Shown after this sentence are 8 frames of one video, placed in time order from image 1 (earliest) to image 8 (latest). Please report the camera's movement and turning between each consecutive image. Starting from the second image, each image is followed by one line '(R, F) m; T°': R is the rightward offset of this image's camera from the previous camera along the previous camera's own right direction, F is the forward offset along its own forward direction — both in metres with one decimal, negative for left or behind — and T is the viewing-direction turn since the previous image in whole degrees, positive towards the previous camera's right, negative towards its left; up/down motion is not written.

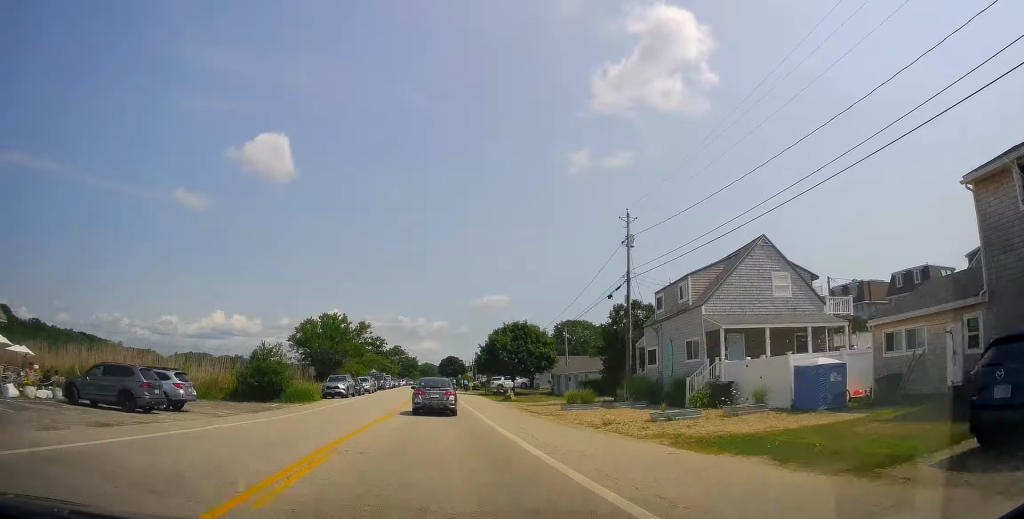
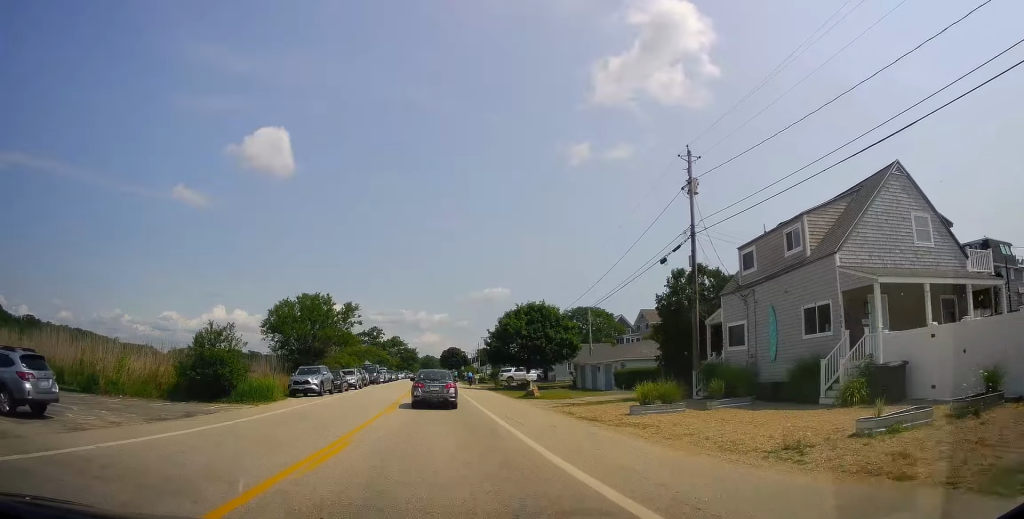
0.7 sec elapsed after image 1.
(+0.1, +10.2) m; 0°
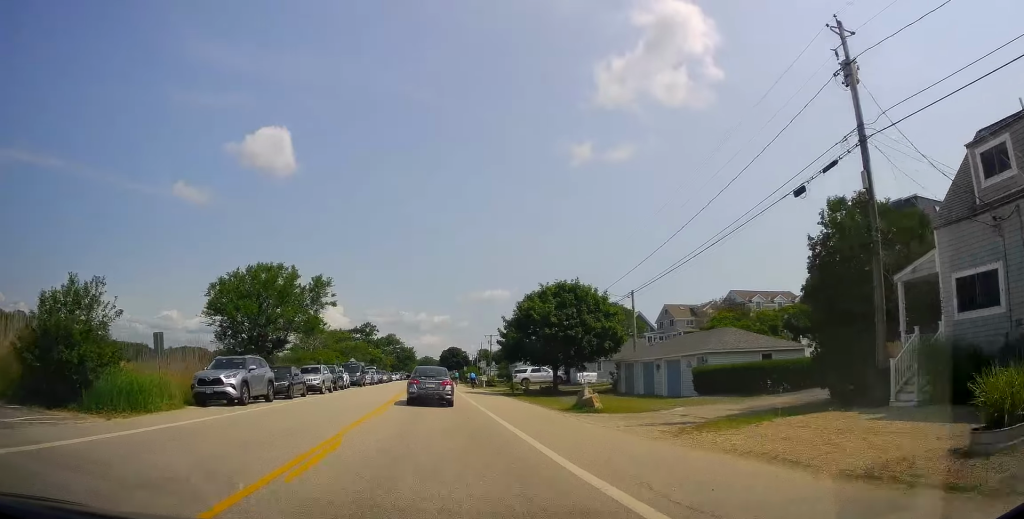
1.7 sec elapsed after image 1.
(-0.1, +13.5) m; -2°
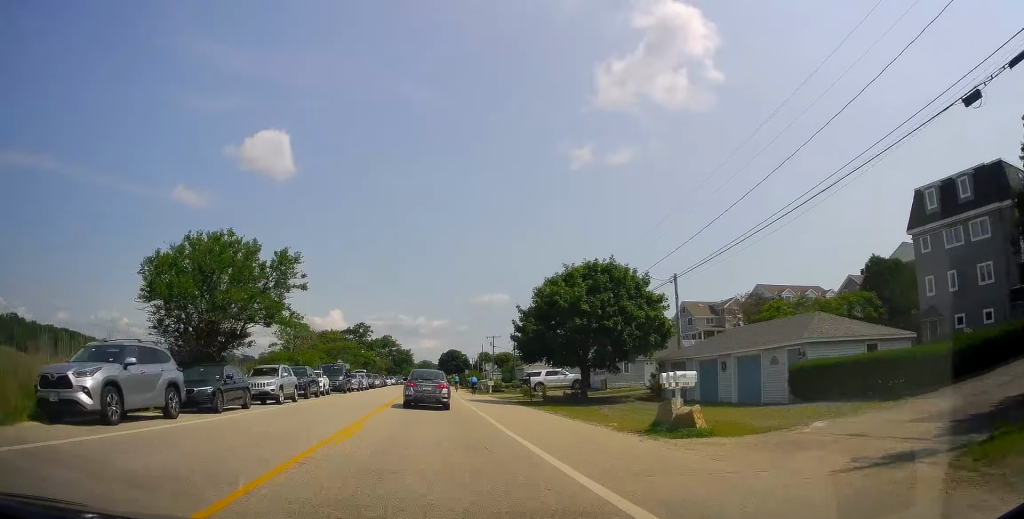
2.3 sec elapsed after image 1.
(-0.4, +8.9) m; +1°
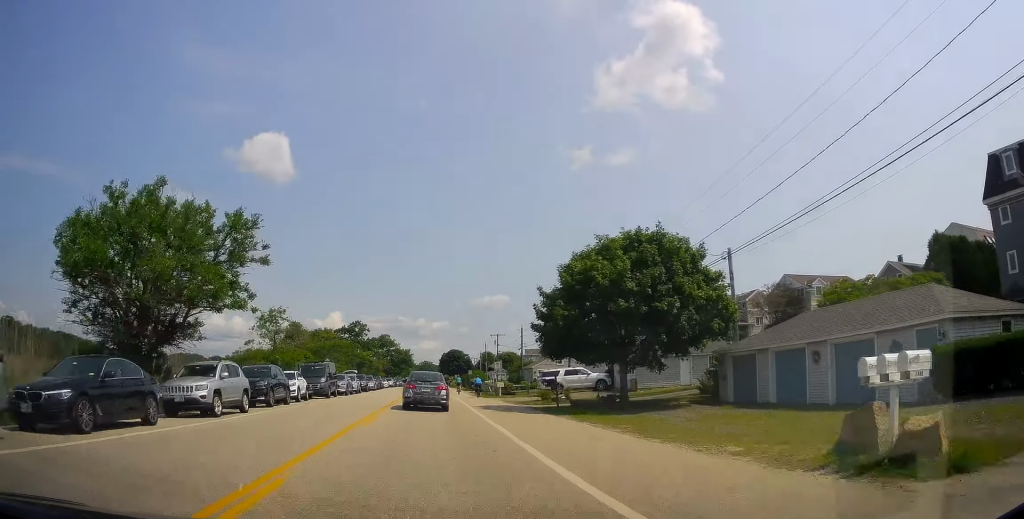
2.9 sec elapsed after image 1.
(+0.2, +7.4) m; +1°
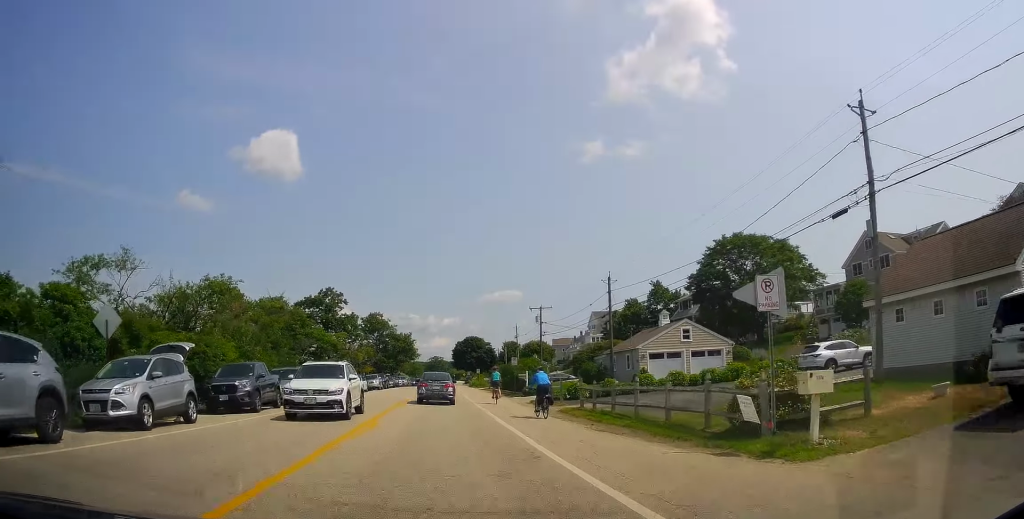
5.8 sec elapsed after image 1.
(-0.1, +39.0) m; -1°
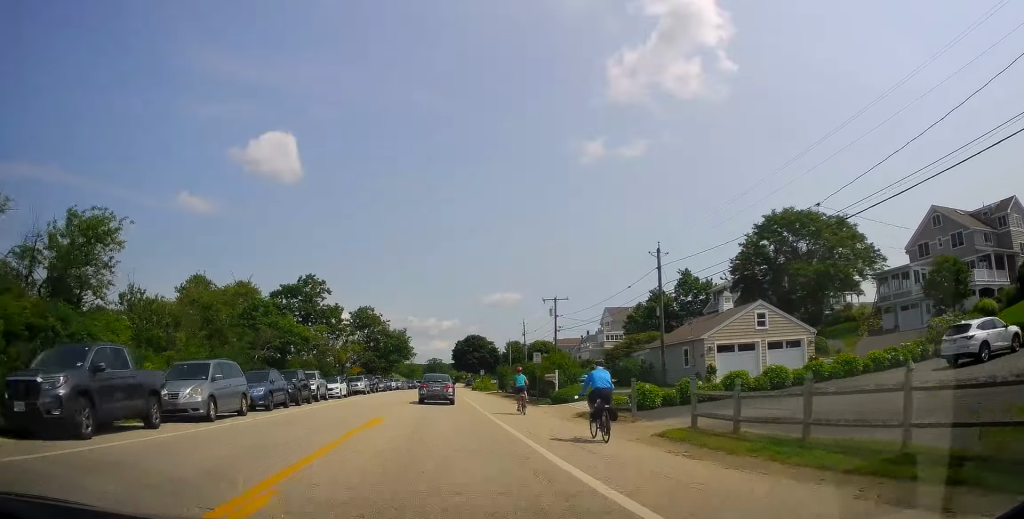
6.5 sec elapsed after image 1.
(-0.2, +10.4) m; 0°
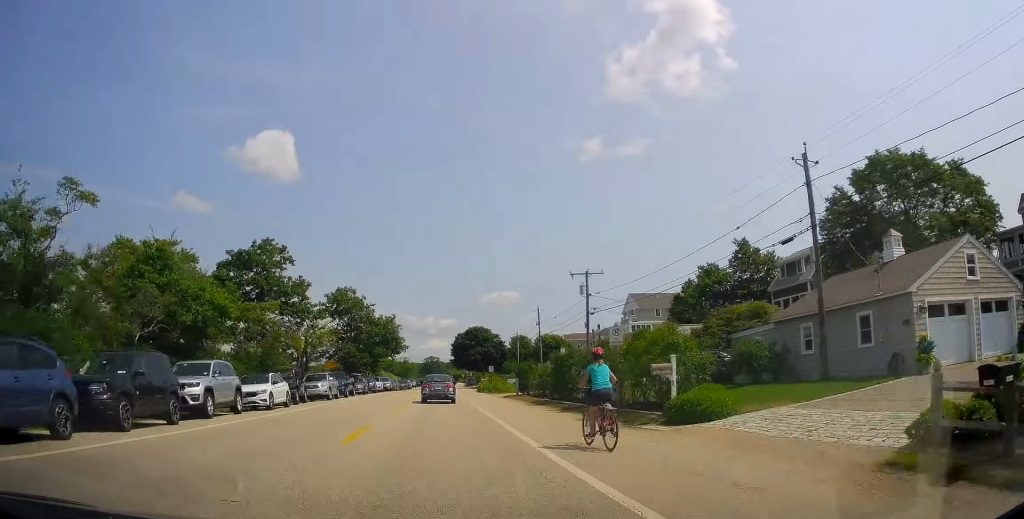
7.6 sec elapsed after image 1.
(+0.3, +15.6) m; +1°
